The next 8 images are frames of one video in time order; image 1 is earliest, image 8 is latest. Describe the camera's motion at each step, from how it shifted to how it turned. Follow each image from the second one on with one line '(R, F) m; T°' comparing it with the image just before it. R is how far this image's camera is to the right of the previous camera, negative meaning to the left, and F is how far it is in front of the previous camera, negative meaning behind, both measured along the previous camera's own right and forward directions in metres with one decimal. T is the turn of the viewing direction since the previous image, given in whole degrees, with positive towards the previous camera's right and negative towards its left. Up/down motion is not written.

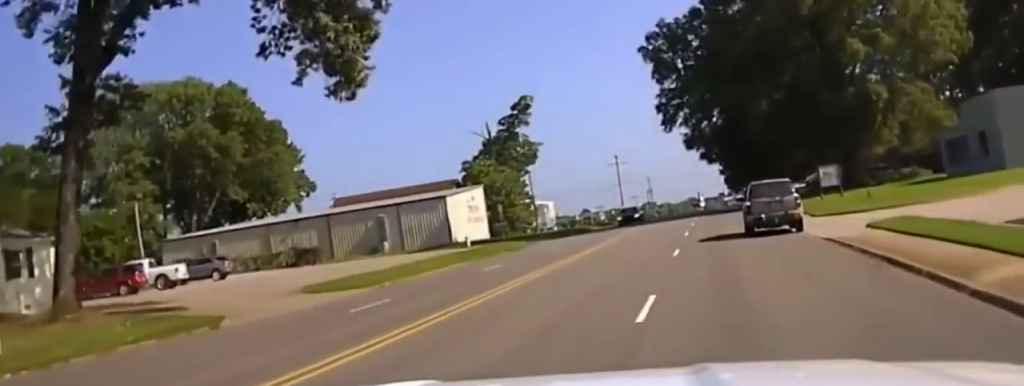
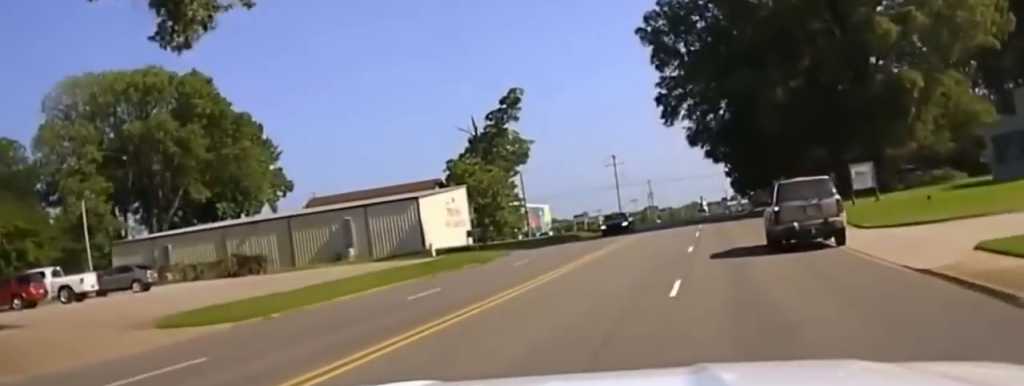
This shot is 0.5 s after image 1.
(0.0, +9.9) m; 0°
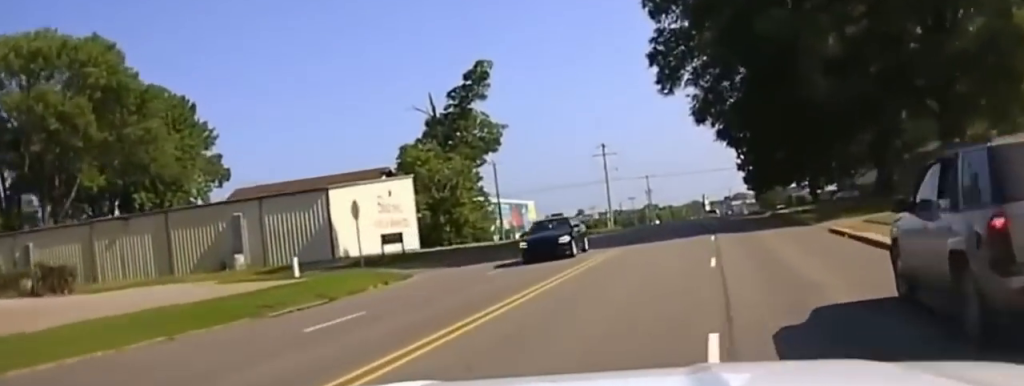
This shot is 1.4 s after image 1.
(+0.2, +21.5) m; +1°
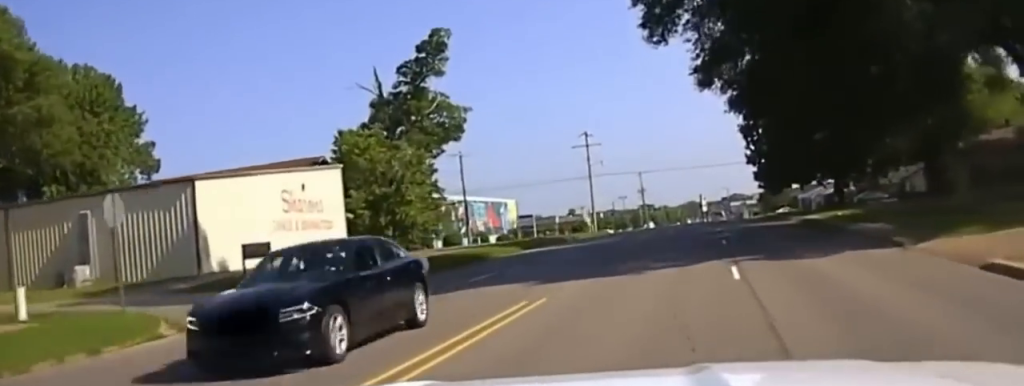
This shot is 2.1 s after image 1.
(0.0, +17.0) m; 0°
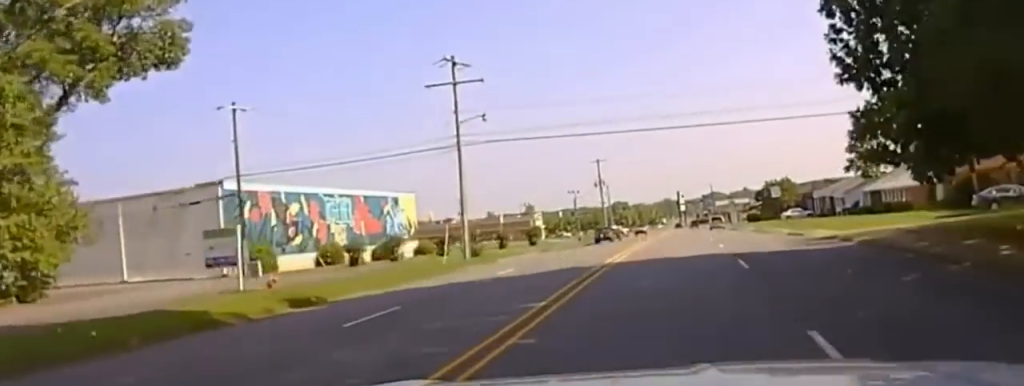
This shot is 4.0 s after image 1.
(0.0, +47.9) m; 0°
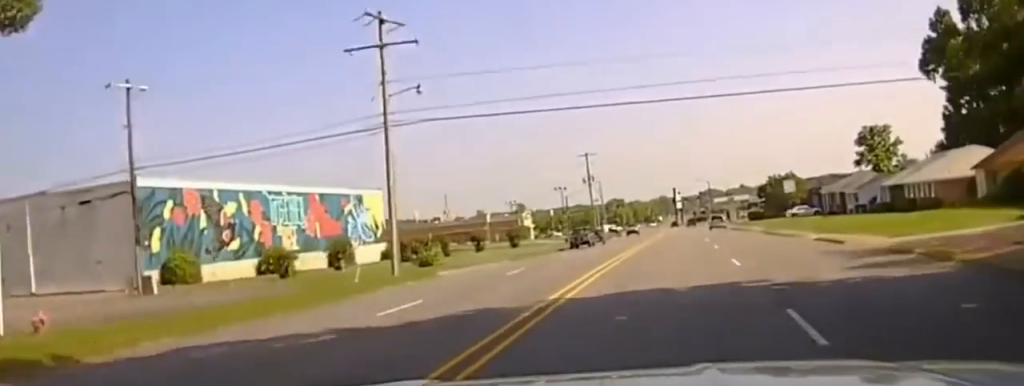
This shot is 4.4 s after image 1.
(0.0, +10.2) m; 0°
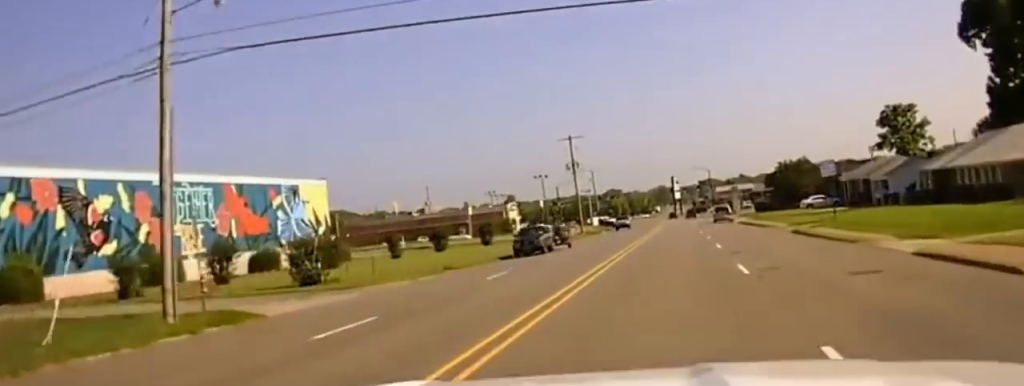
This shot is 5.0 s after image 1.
(0.0, +14.3) m; 0°
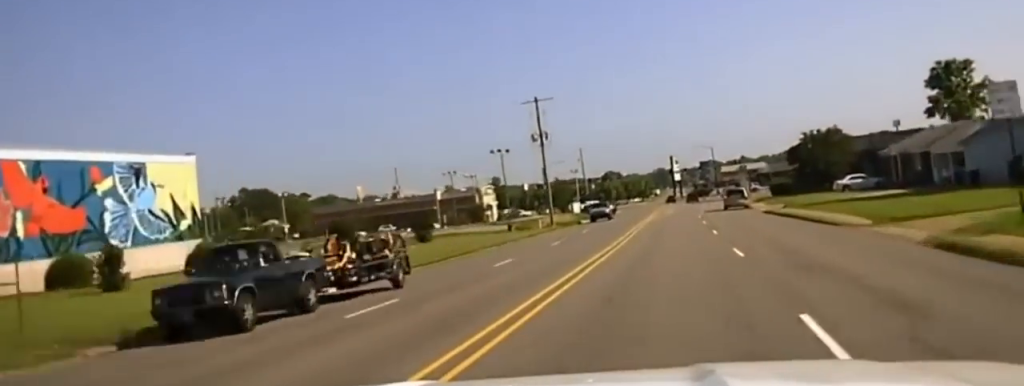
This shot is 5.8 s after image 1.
(0.0, +20.7) m; 0°
